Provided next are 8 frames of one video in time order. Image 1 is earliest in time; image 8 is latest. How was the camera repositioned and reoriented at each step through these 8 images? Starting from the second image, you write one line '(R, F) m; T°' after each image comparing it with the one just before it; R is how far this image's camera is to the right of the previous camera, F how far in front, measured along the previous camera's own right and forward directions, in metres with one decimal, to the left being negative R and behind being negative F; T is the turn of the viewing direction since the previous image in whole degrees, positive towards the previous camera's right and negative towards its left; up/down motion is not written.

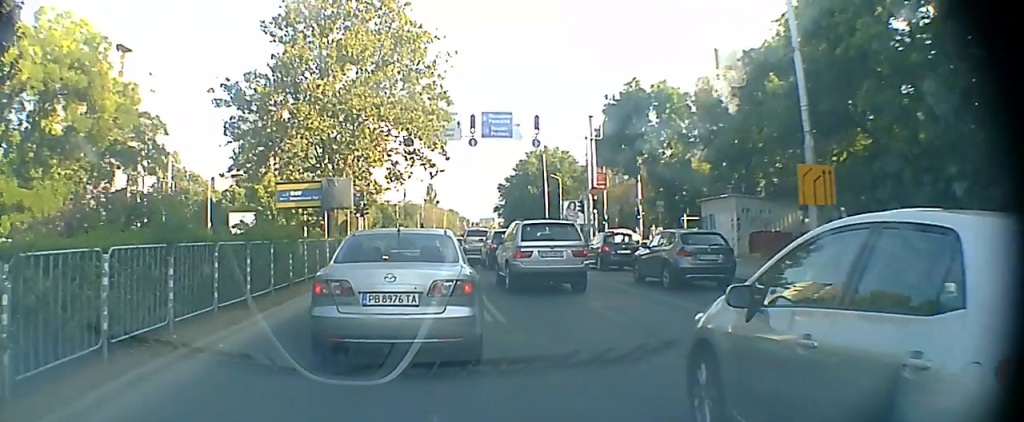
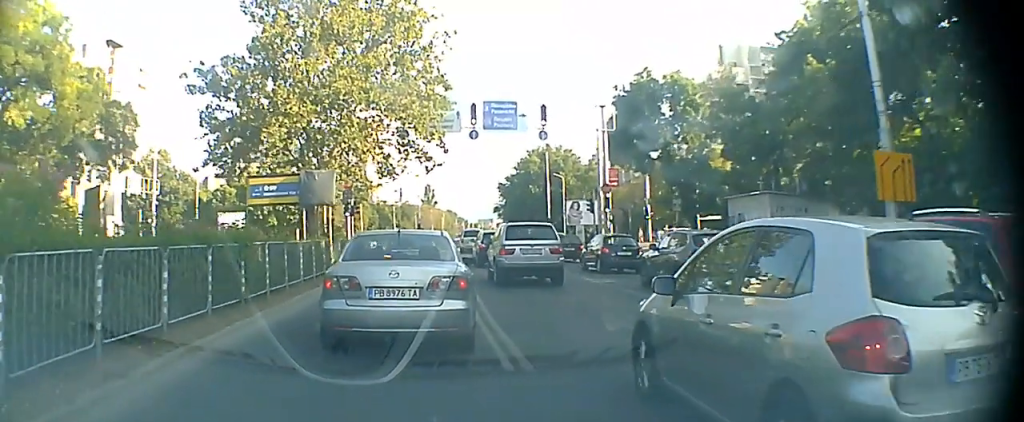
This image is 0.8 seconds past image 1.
(0.0, +4.0) m; -1°
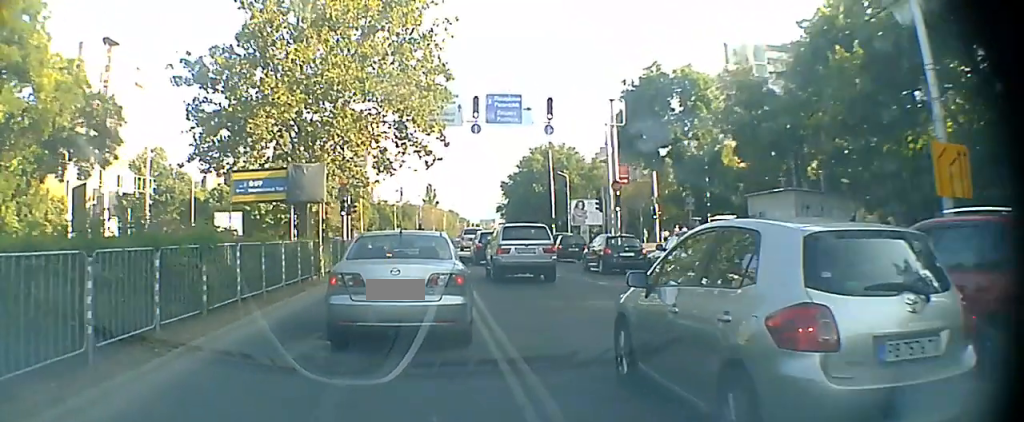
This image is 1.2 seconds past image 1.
(0.0, +2.1) m; 0°
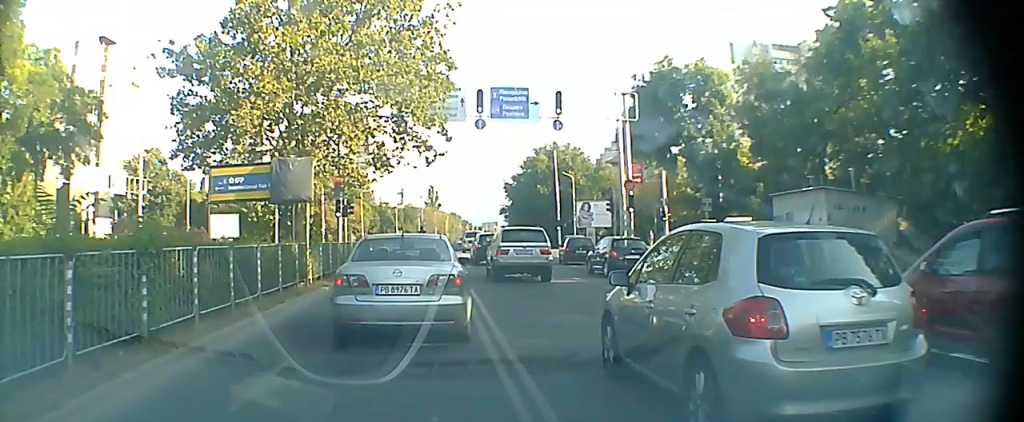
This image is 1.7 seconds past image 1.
(0.0, +2.9) m; -1°
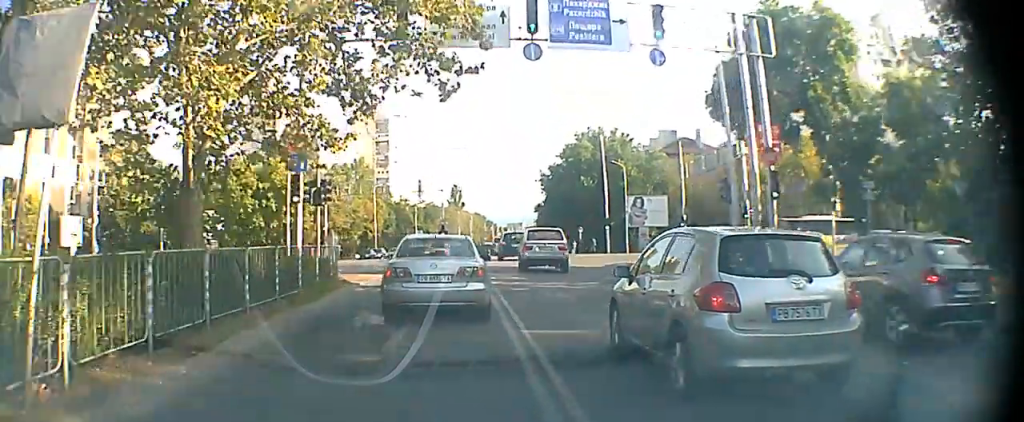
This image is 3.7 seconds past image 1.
(-0.2, +14.7) m; +1°
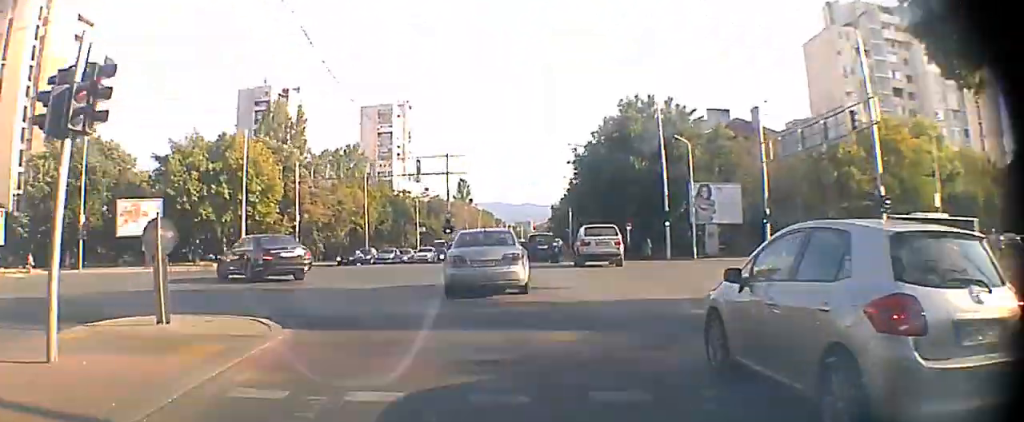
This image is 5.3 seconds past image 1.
(+0.1, +14.7) m; -2°
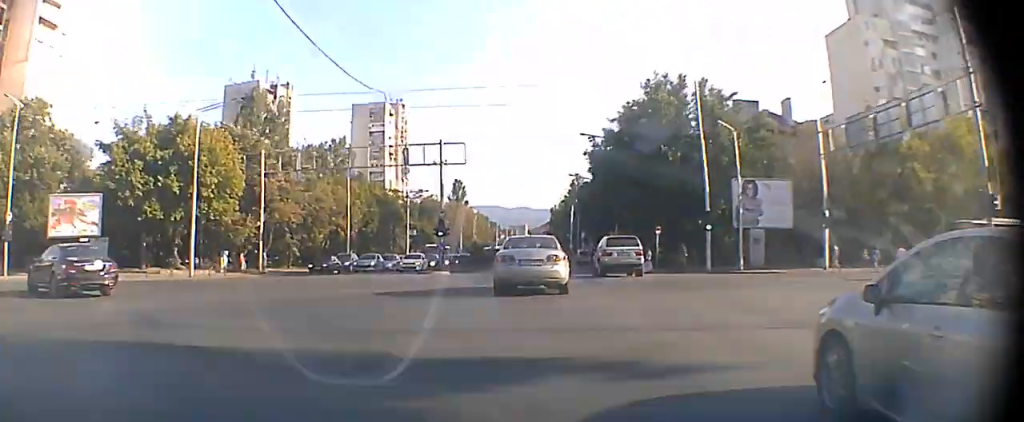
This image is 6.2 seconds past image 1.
(-0.2, +9.9) m; -1°
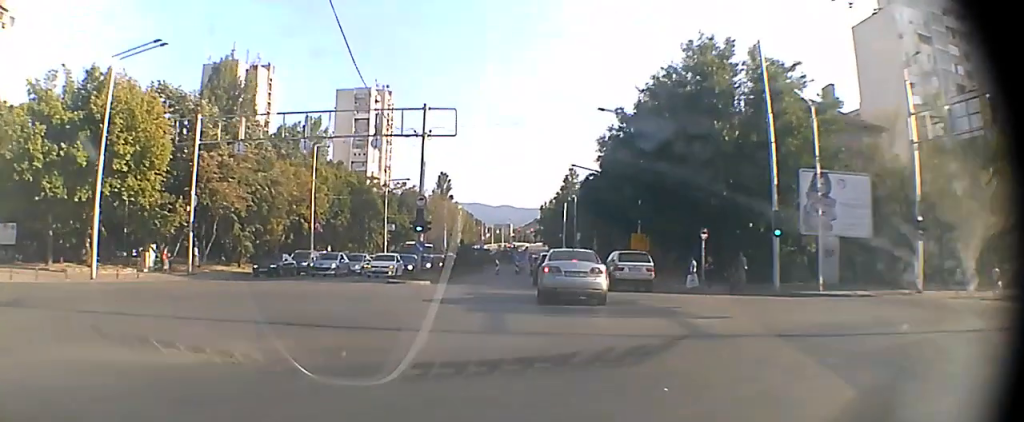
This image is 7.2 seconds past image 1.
(0.0, +11.5) m; +2°
